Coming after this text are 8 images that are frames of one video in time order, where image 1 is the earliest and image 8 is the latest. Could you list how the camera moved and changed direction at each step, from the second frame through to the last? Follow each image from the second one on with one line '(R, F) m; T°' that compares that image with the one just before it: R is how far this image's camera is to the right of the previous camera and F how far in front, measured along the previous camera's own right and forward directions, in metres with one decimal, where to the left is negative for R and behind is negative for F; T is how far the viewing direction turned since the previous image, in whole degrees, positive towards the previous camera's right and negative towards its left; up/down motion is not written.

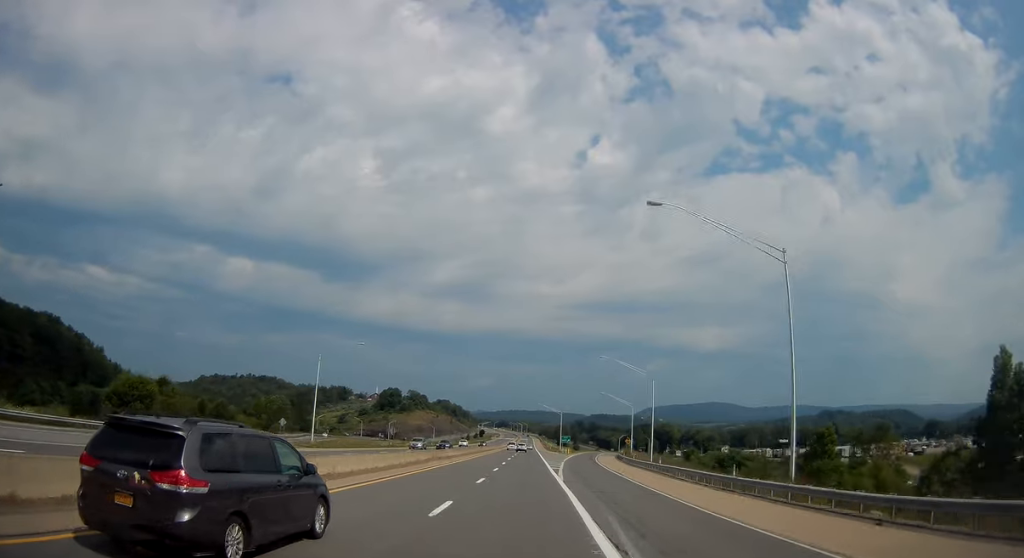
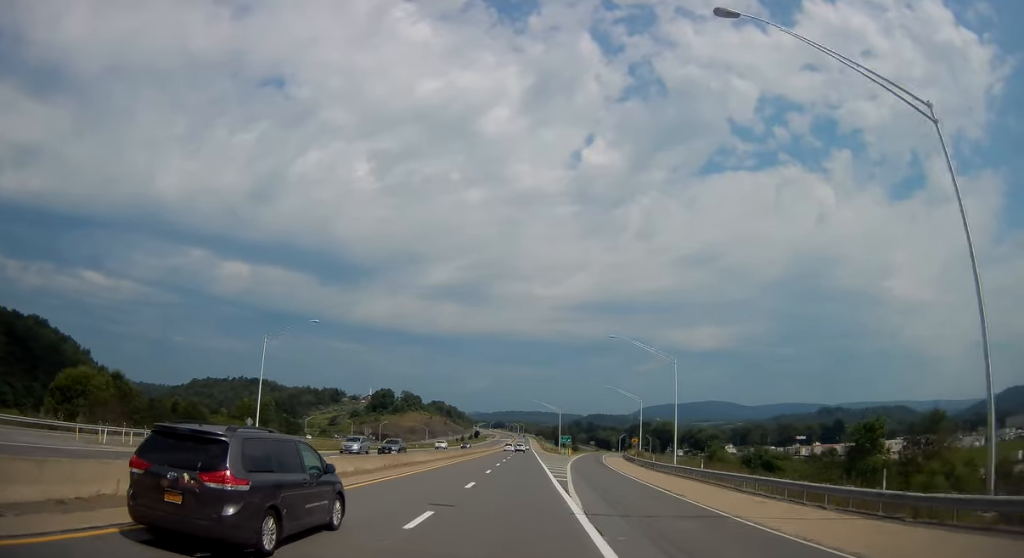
(-0.2, +14.2) m; 0°
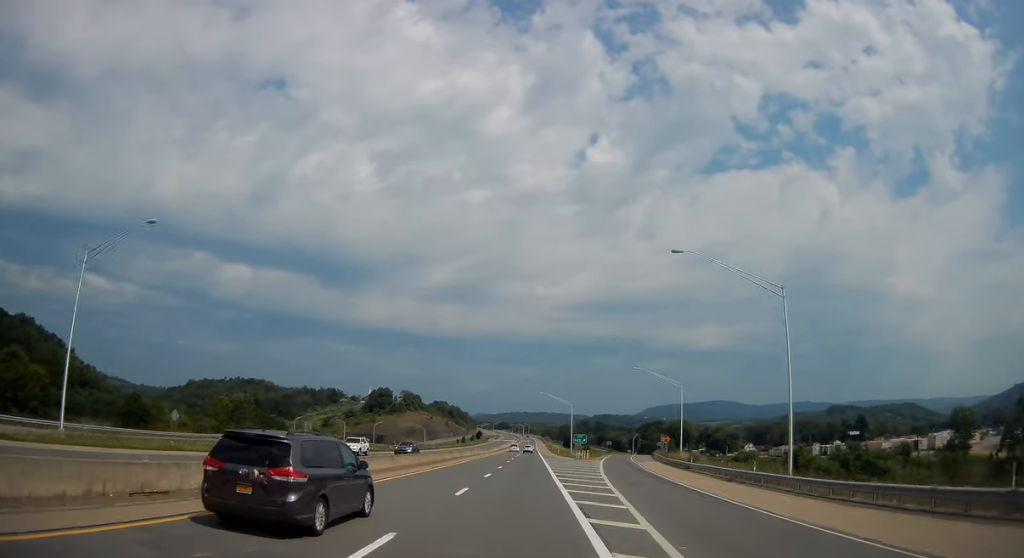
(0.0, +27.5) m; 0°
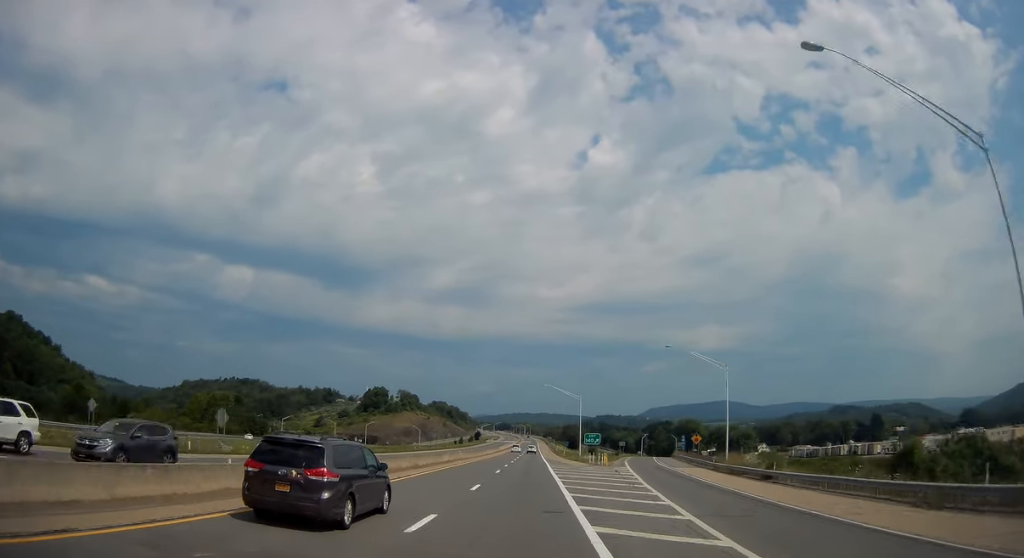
(+0.1, +20.0) m; 0°
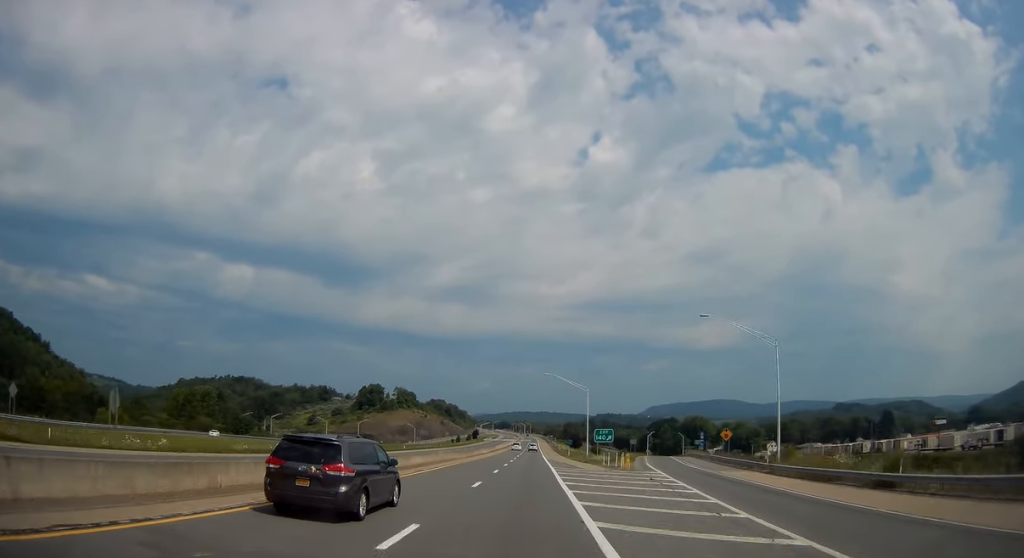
(0.0, +14.4) m; 0°
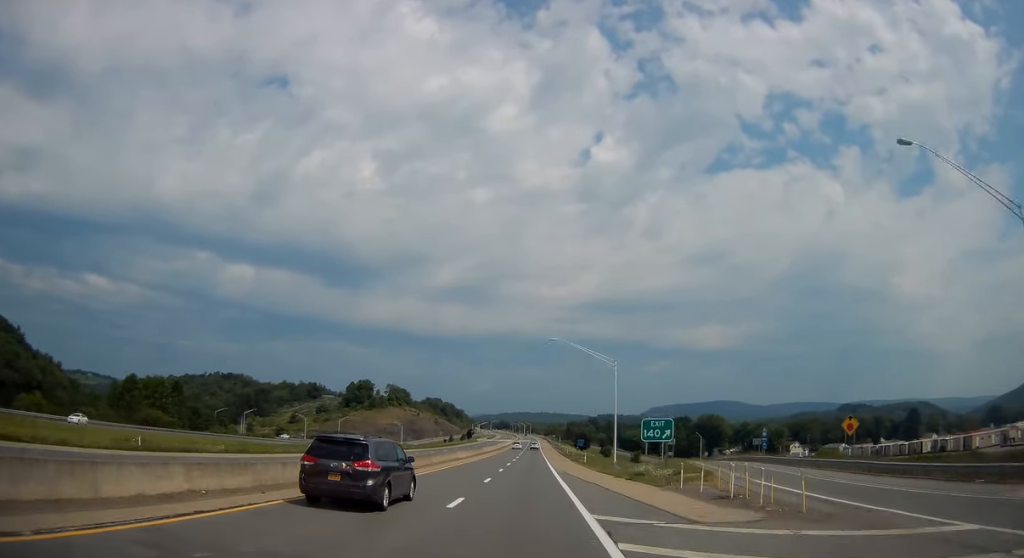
(-0.3, +31.8) m; 0°
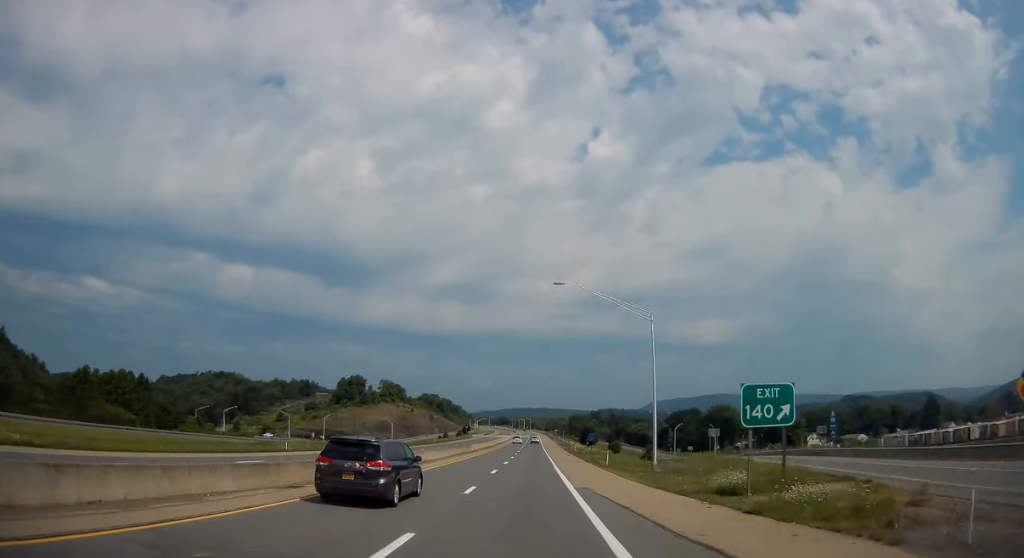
(+0.2, +20.5) m; 0°
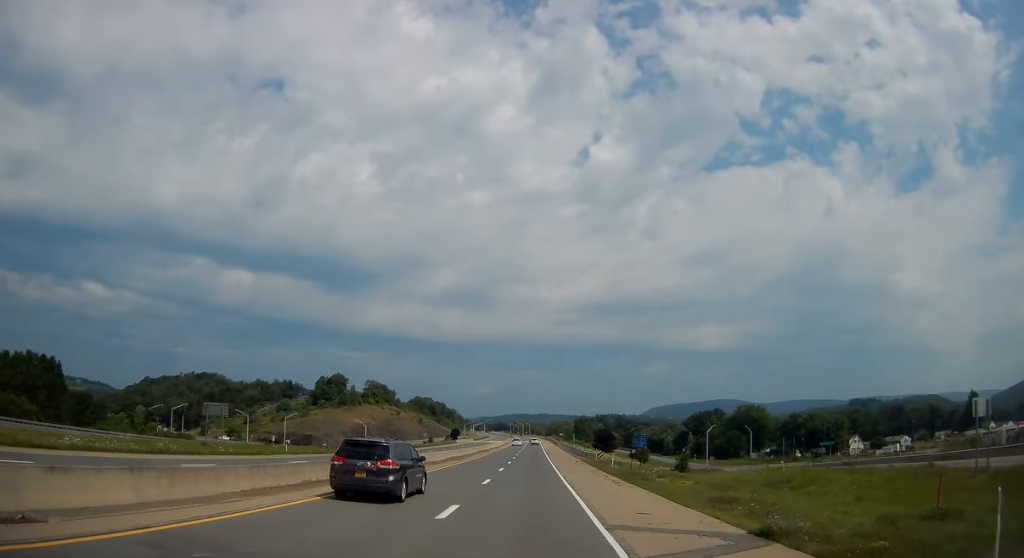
(-0.1, +42.2) m; -1°
